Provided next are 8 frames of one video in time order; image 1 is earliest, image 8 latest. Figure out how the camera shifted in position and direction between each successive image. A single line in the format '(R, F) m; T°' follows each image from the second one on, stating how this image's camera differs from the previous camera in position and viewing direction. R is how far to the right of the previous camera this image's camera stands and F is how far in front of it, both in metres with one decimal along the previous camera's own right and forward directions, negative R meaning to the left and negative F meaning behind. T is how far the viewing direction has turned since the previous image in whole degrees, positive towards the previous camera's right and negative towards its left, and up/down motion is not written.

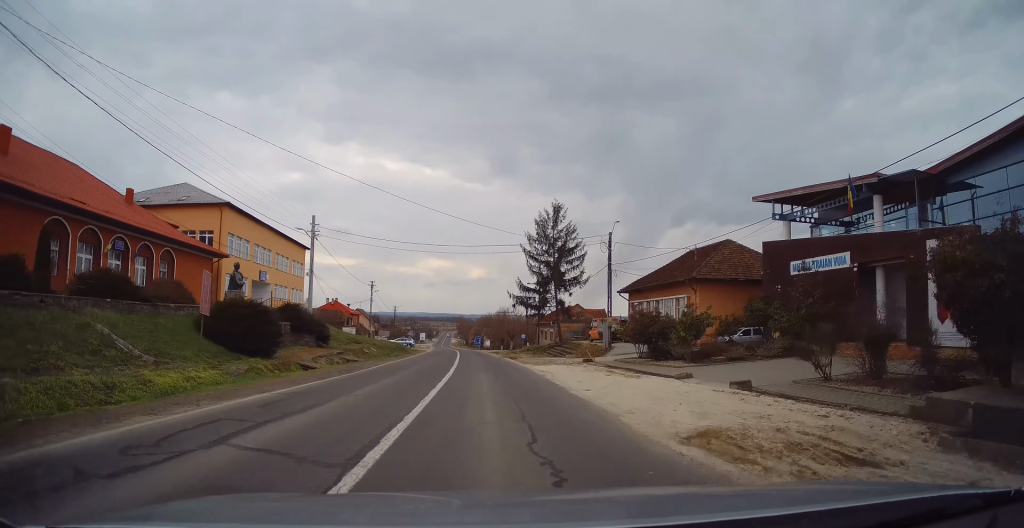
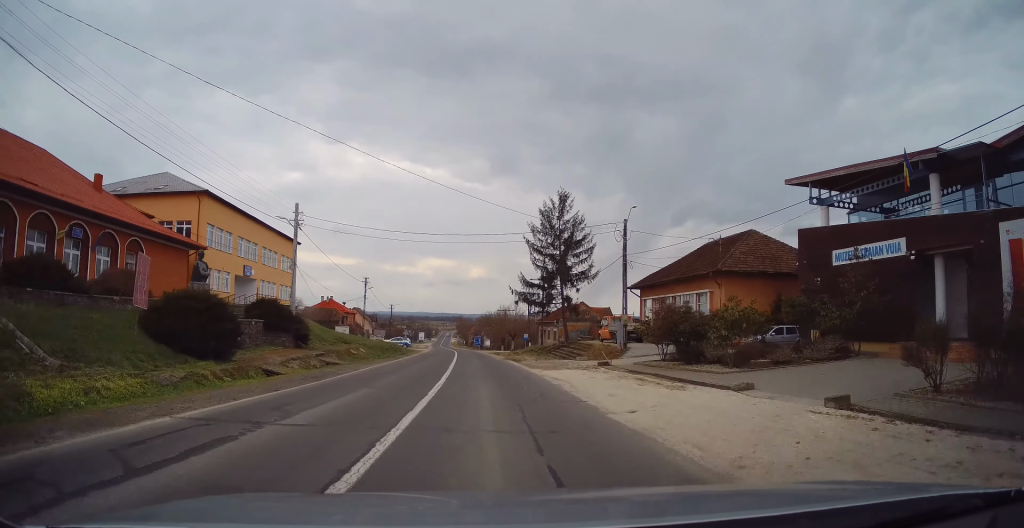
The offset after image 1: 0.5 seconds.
(-0.1, +4.3) m; 0°
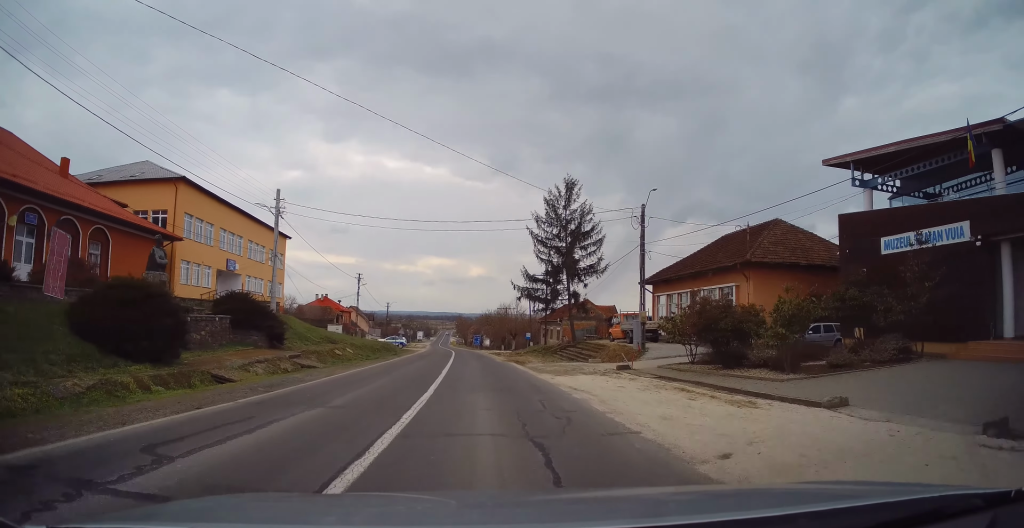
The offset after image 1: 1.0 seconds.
(0.0, +4.0) m; 0°
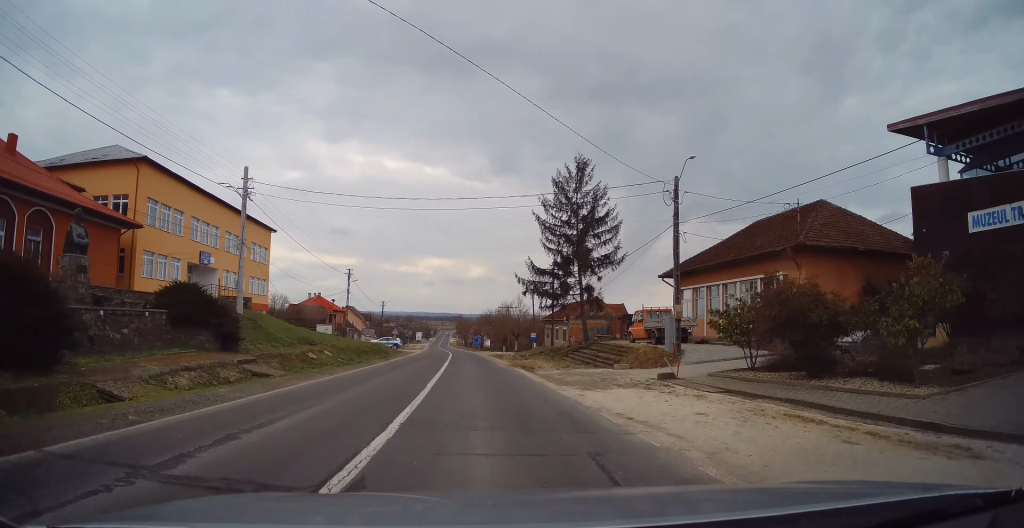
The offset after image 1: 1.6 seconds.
(+0.1, +5.5) m; +1°
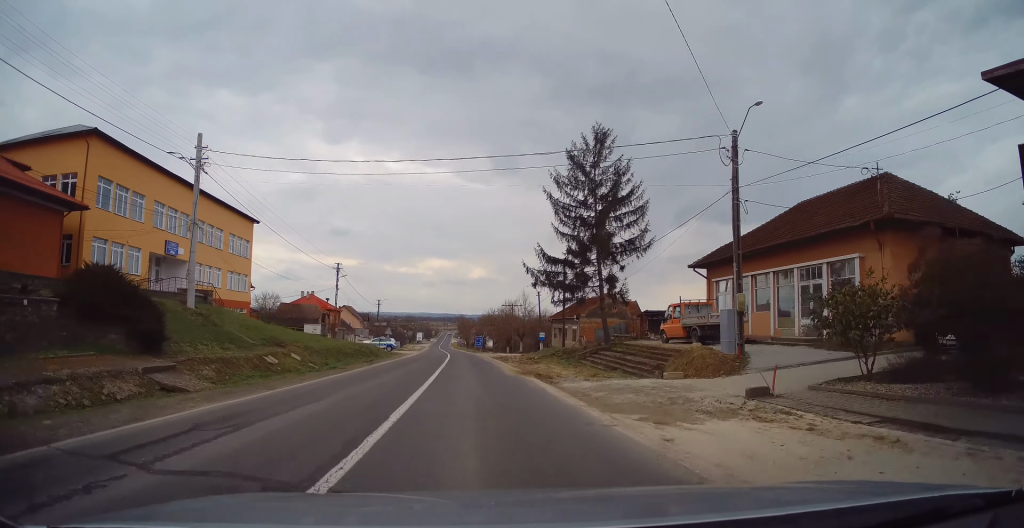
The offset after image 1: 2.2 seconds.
(+0.1, +5.9) m; 0°
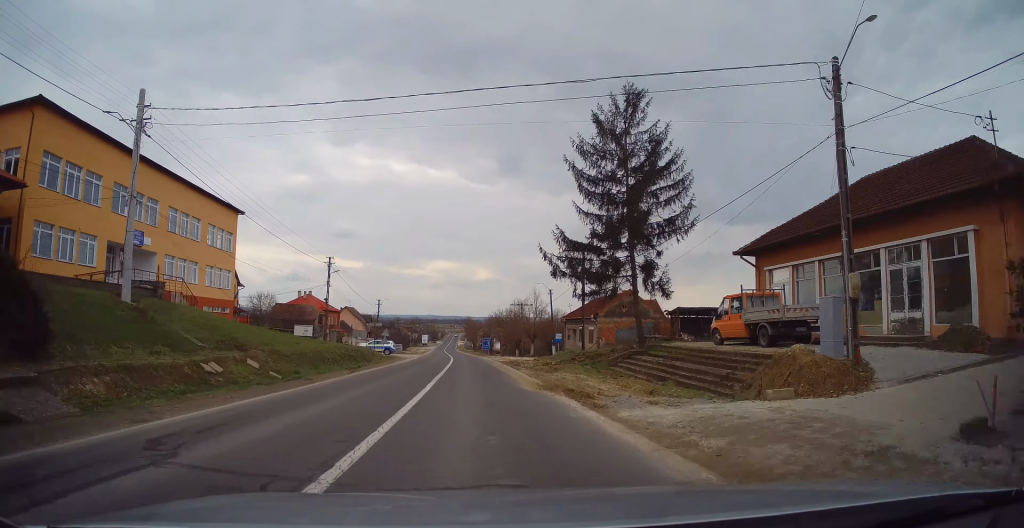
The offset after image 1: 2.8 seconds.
(+0.1, +5.5) m; -1°
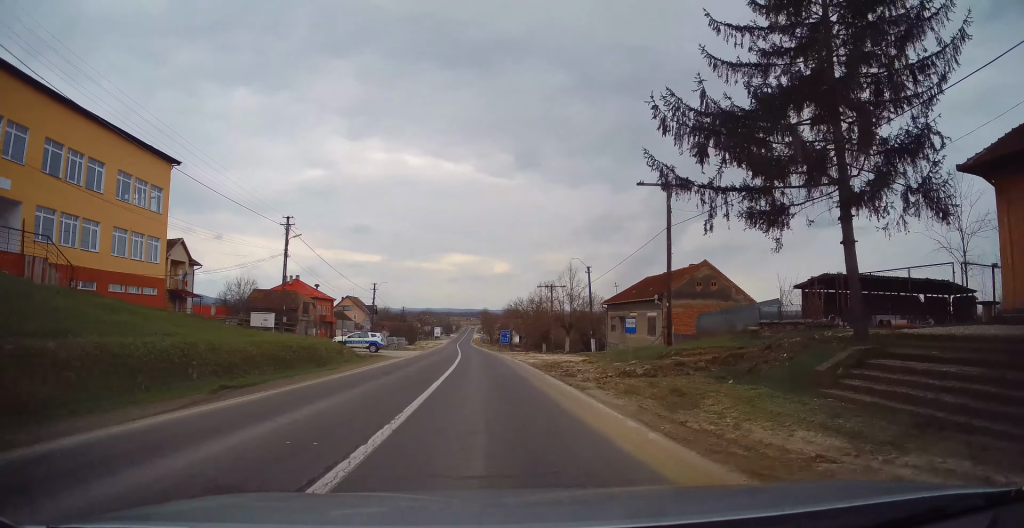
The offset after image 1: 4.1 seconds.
(-0.2, +14.9) m; -1°
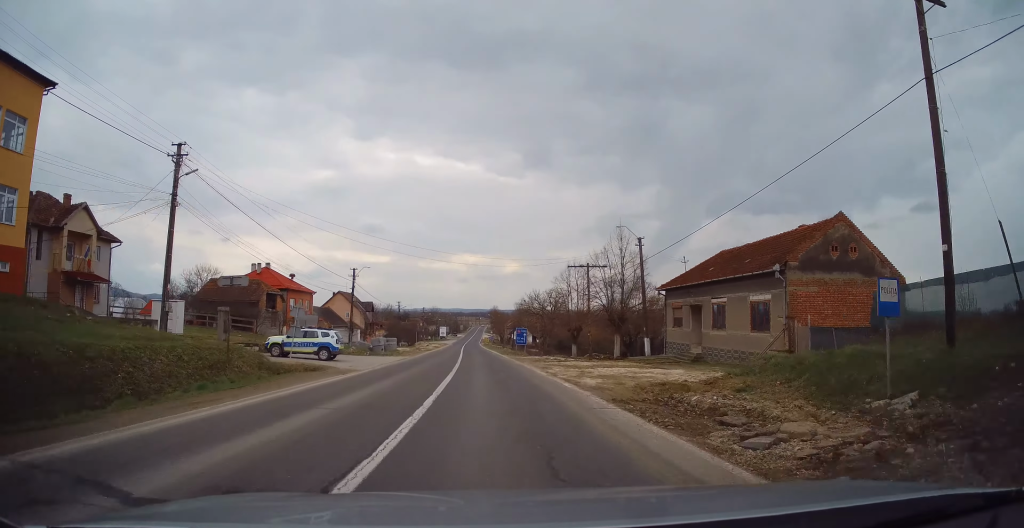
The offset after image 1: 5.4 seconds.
(-0.2, +15.9) m; -3°
